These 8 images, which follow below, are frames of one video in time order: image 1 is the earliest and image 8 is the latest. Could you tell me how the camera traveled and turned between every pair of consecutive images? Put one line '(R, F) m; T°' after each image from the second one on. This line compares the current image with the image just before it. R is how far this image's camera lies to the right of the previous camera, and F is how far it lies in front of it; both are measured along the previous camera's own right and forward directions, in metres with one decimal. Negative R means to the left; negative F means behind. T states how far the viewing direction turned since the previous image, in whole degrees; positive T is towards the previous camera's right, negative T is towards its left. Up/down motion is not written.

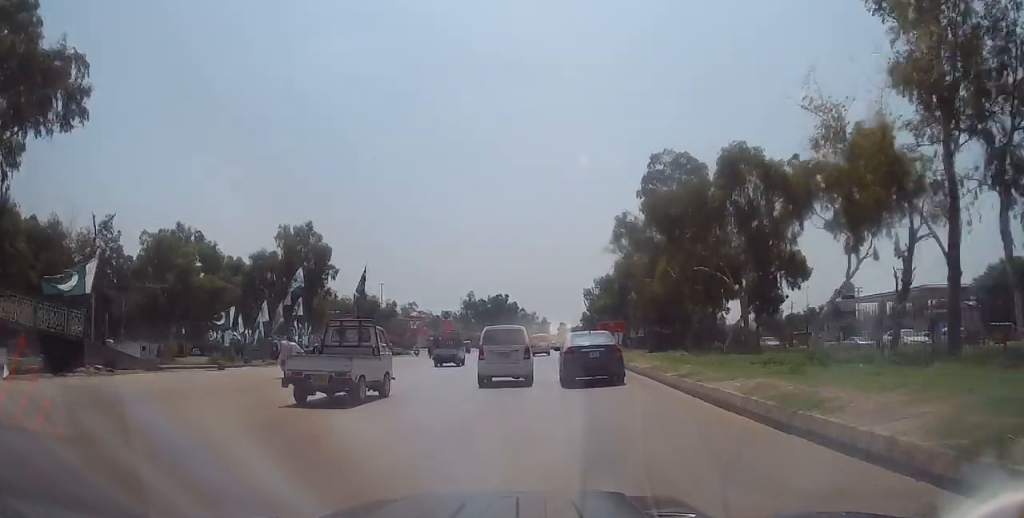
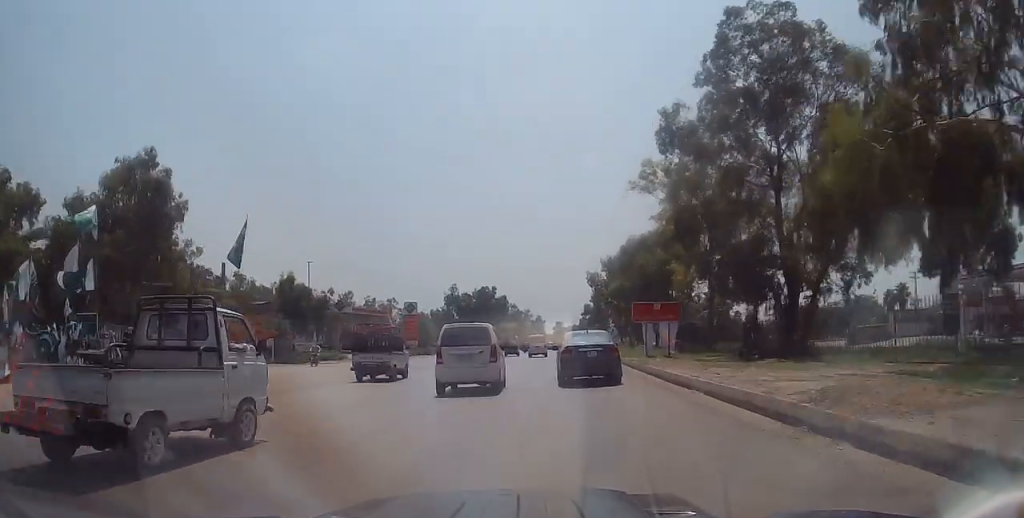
(0.0, +25.8) m; 0°
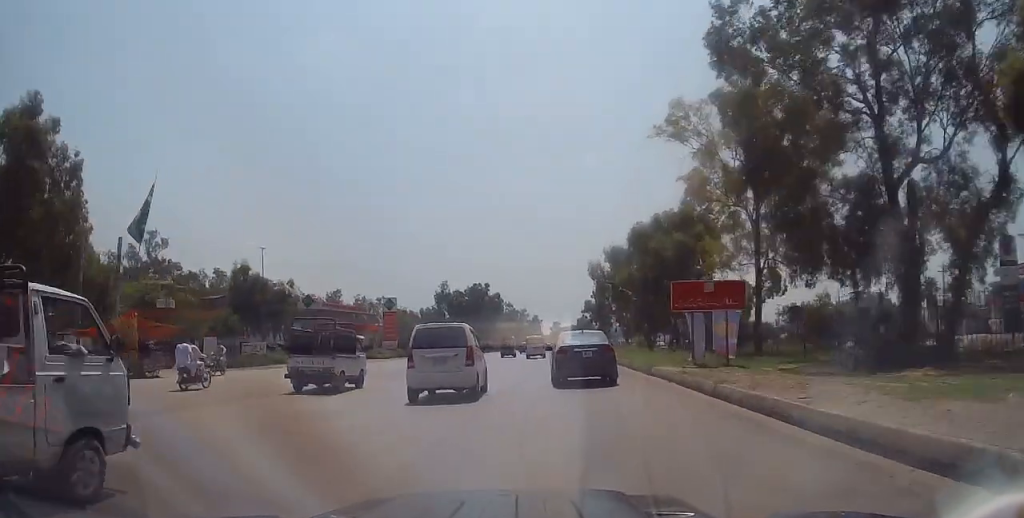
(0.0, +10.3) m; 0°
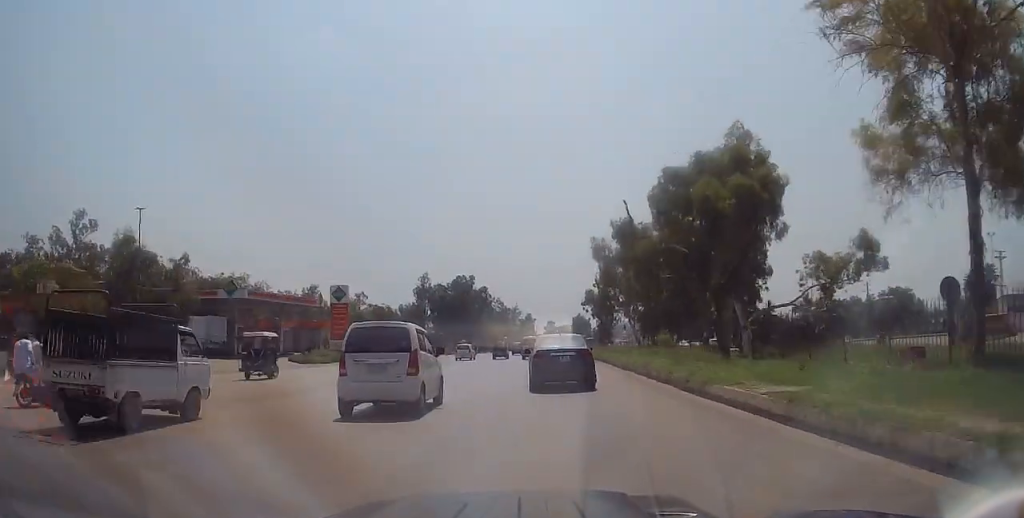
(0.0, +17.6) m; 0°
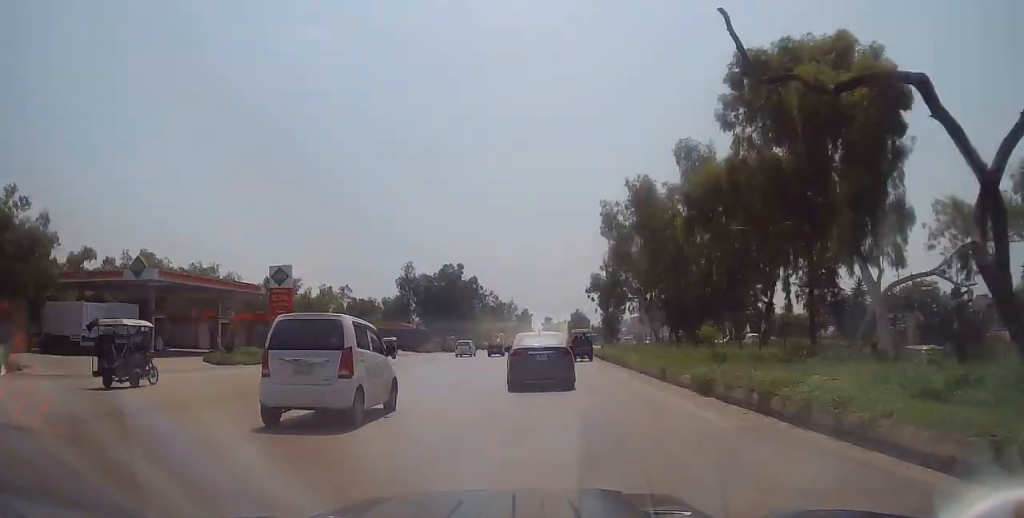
(0.0, +14.2) m; -1°
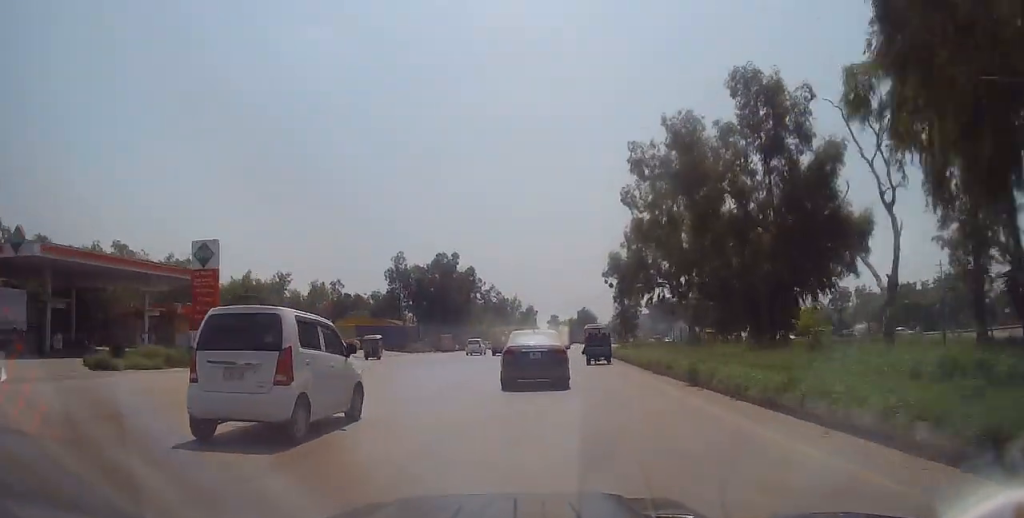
(-0.3, +12.9) m; +1°
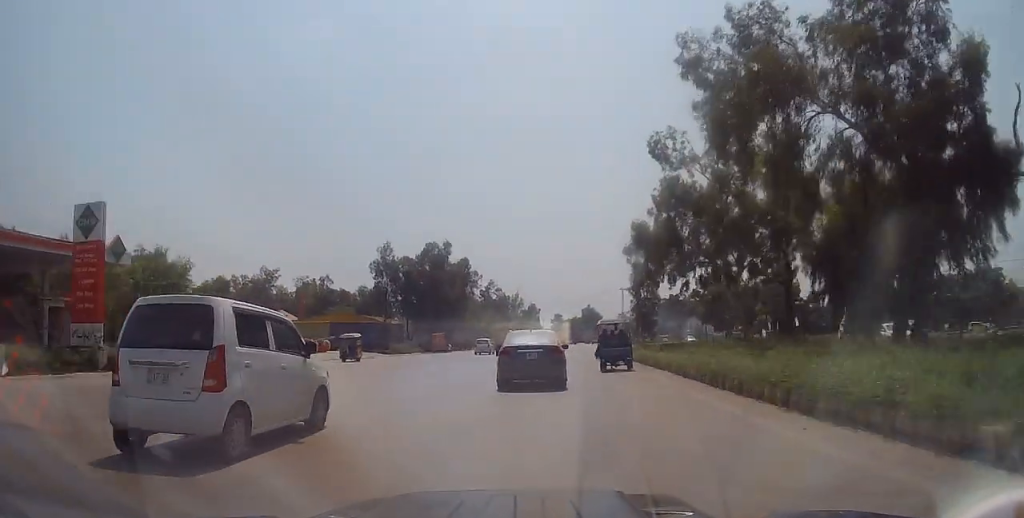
(+0.2, +11.7) m; +1°
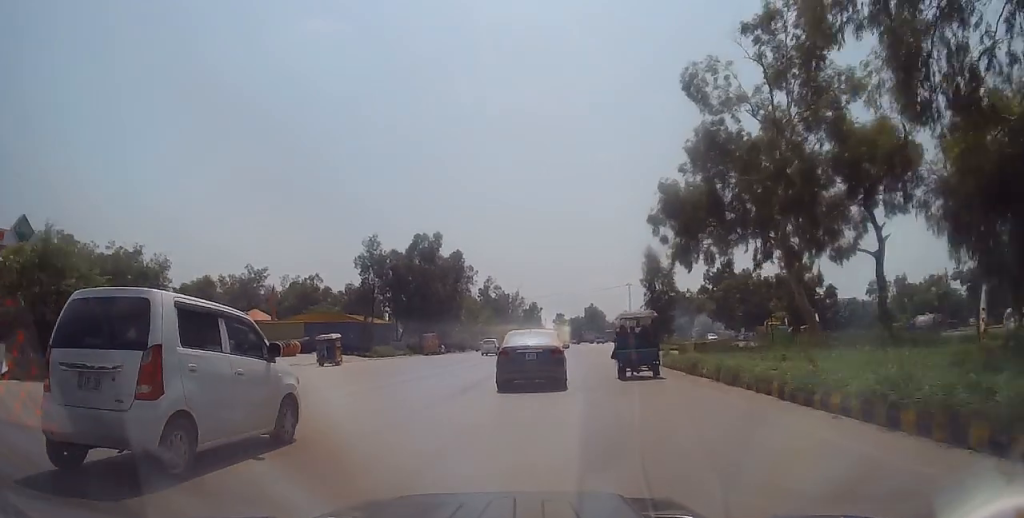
(+0.3, +8.7) m; +1°
